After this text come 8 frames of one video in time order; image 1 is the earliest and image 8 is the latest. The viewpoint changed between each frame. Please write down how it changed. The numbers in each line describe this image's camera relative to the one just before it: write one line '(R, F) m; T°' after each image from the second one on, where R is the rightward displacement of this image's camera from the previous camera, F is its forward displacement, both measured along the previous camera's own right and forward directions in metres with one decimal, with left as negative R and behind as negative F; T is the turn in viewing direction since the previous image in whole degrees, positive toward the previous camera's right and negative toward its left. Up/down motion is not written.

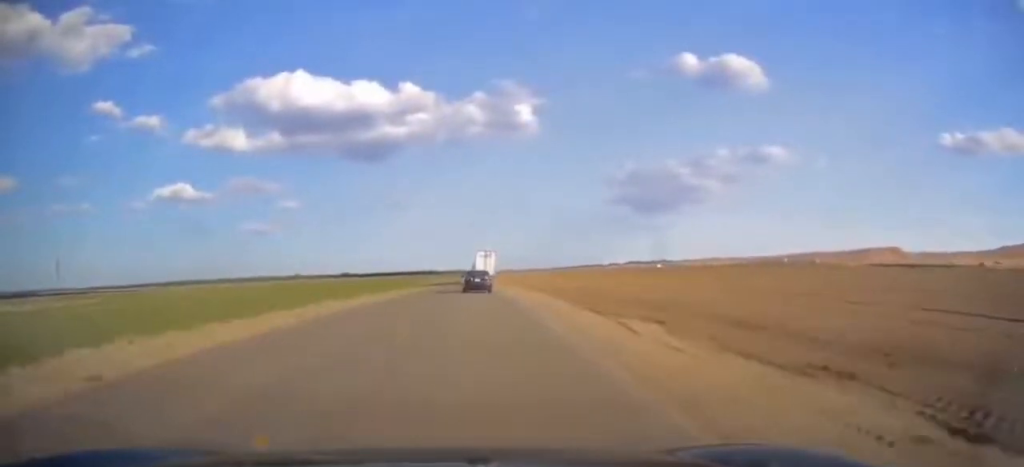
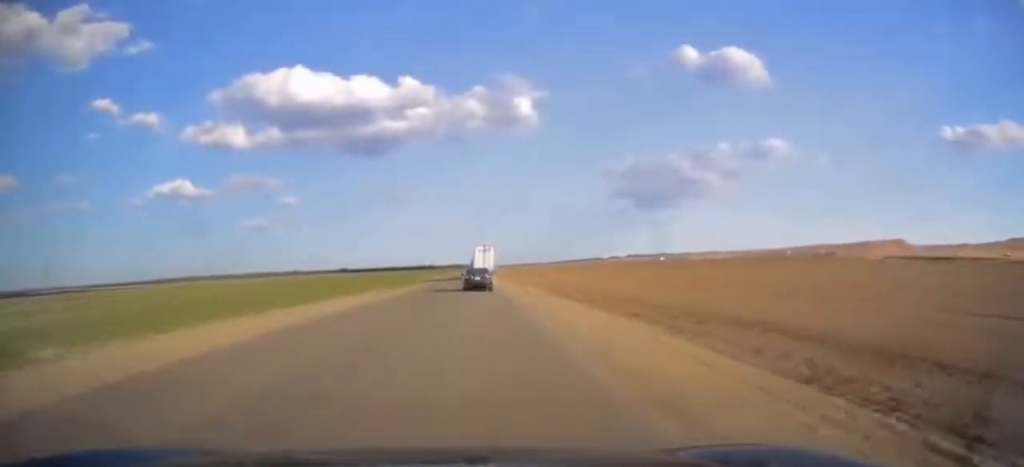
(+0.2, +21.1) m; 0°
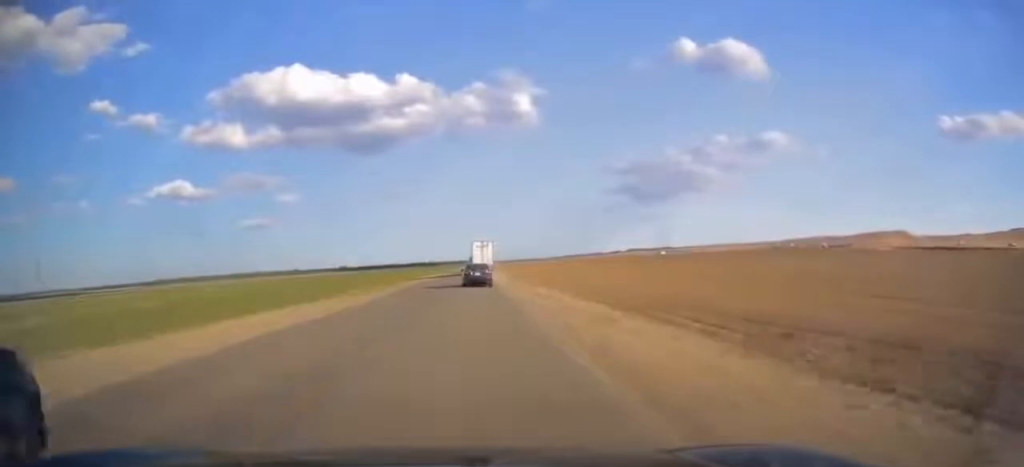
(-0.1, +13.8) m; -1°
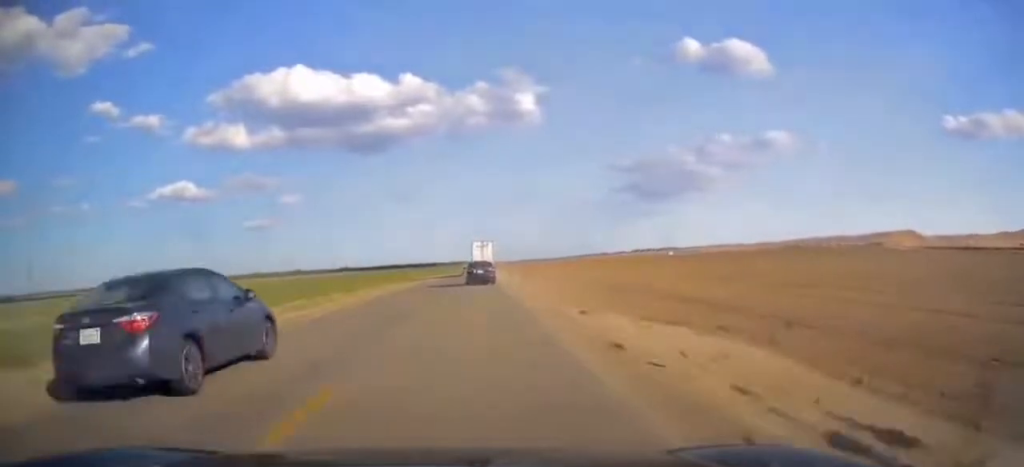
(-0.2, +22.2) m; -1°
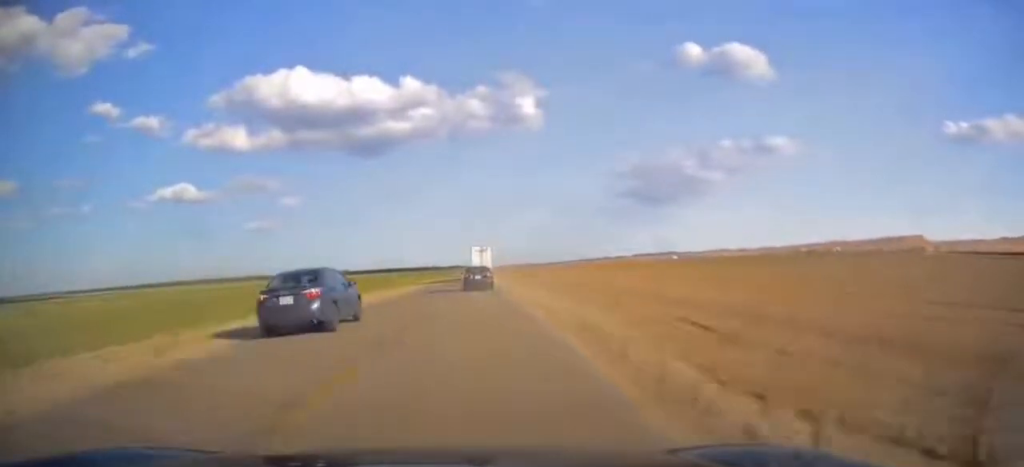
(-0.3, +27.9) m; 0°
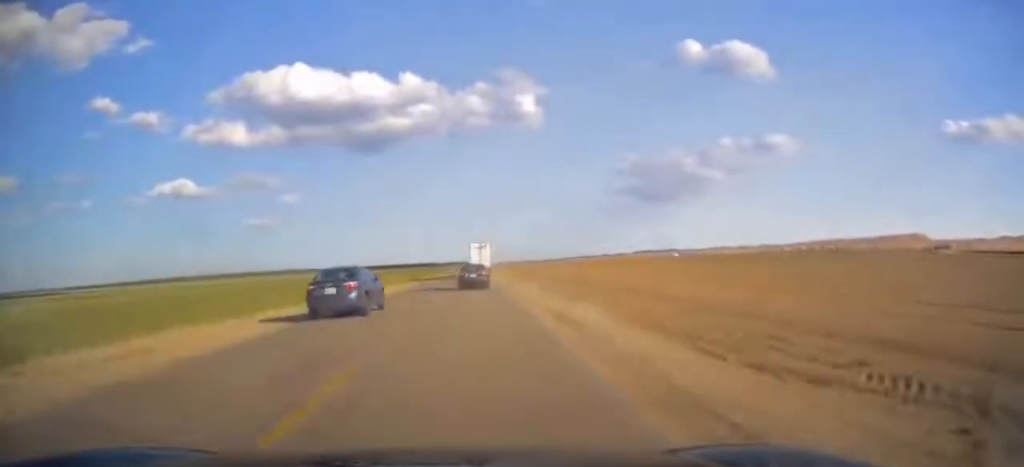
(-0.1, +14.9) m; 0°
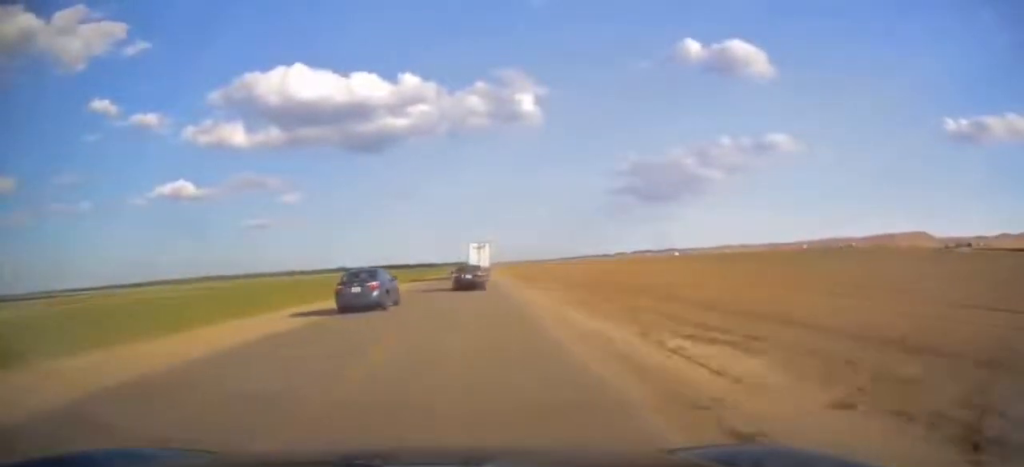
(+0.1, +12.1) m; 0°
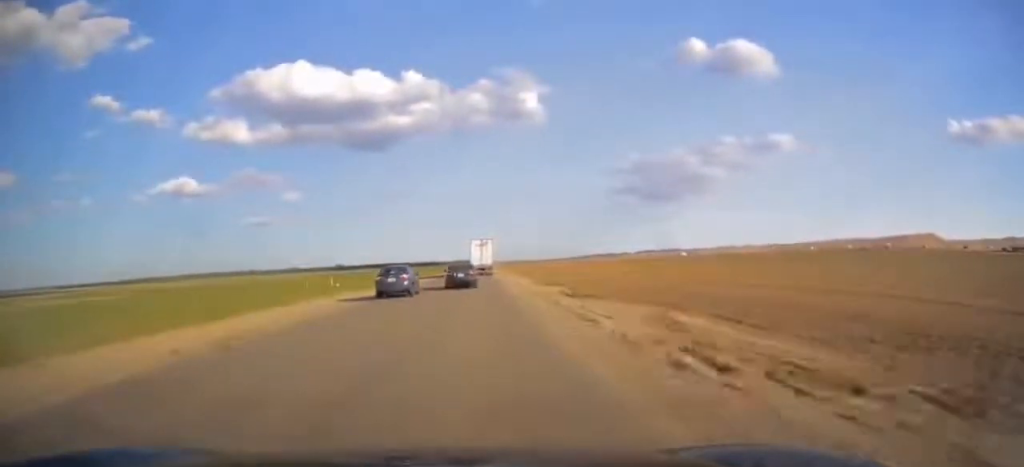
(+0.1, +26.9) m; 0°
